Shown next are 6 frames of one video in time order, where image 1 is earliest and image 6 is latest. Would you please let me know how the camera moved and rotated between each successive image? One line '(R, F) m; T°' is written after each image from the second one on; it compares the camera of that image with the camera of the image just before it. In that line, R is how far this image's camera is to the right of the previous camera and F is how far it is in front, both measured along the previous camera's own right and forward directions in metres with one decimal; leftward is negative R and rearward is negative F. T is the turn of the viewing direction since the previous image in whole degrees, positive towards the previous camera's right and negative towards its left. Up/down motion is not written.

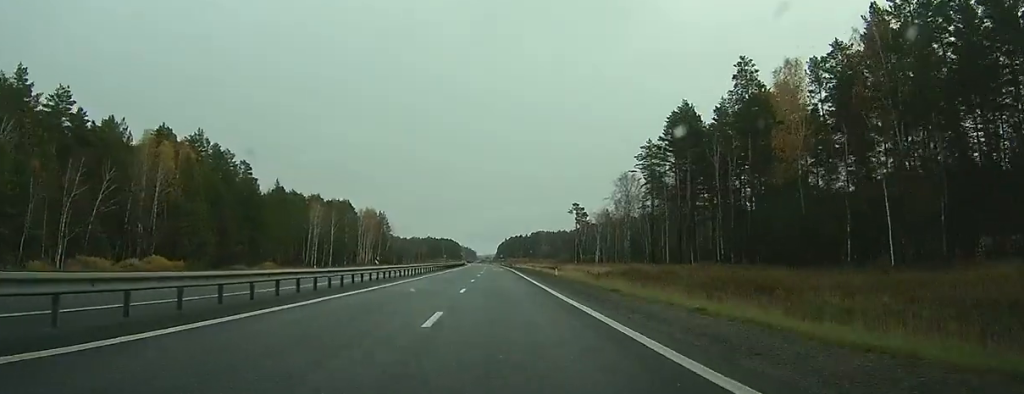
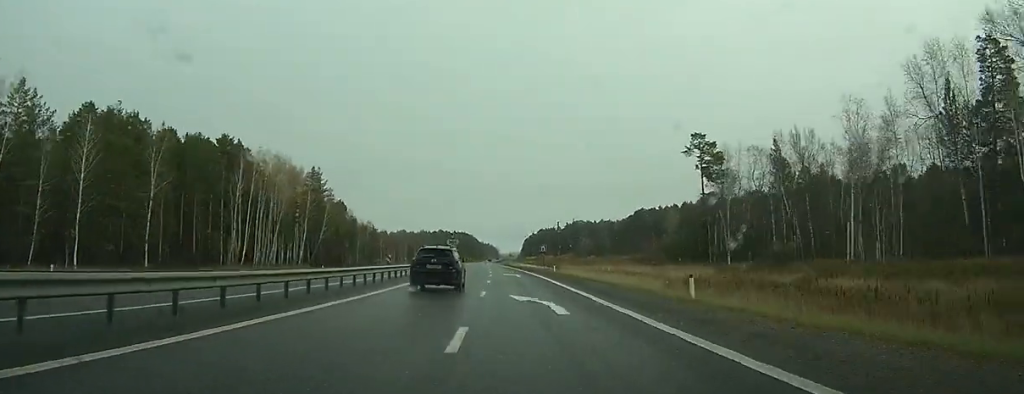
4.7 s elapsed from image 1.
(-1.3, +119.2) m; -2°
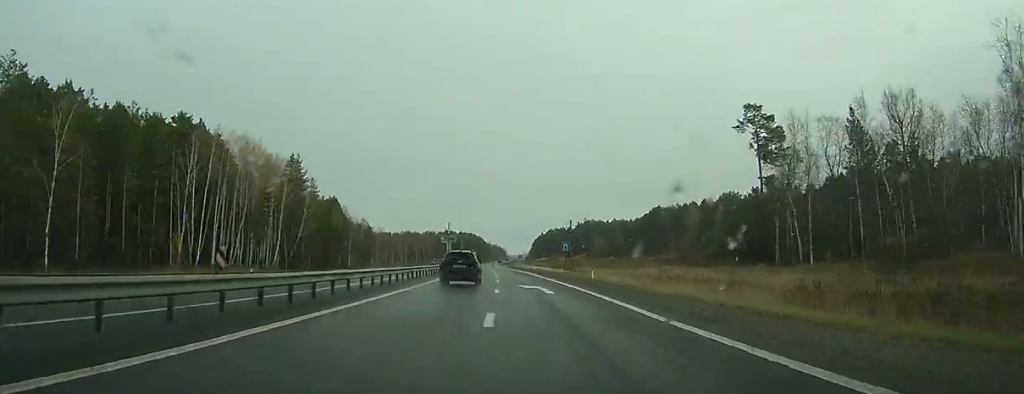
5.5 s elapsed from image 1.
(0.0, +21.6) m; -1°
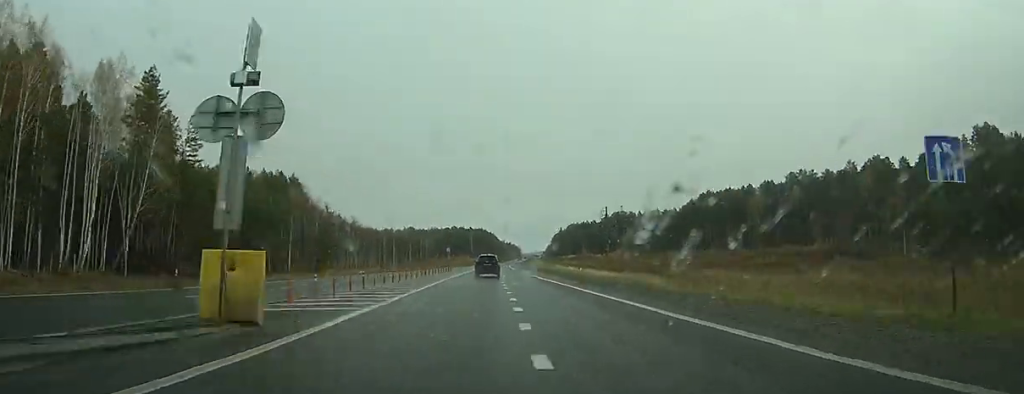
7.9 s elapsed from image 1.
(-1.1, +62.6) m; -1°
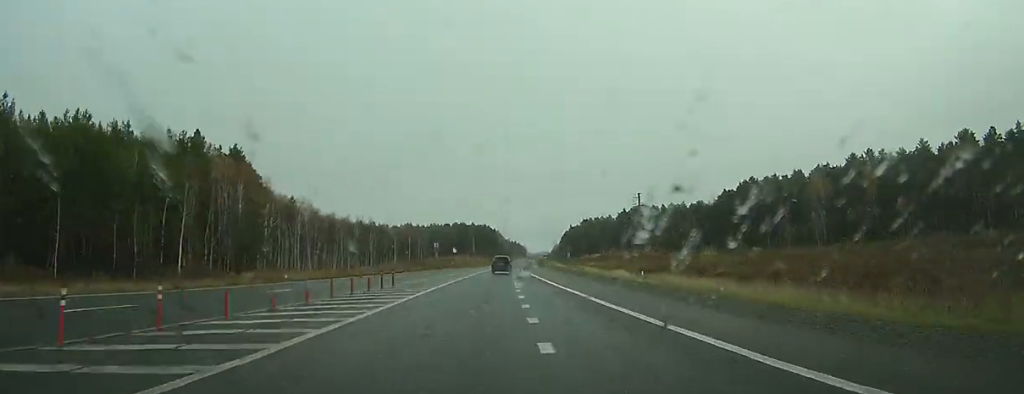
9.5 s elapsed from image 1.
(-0.2, +43.2) m; 0°
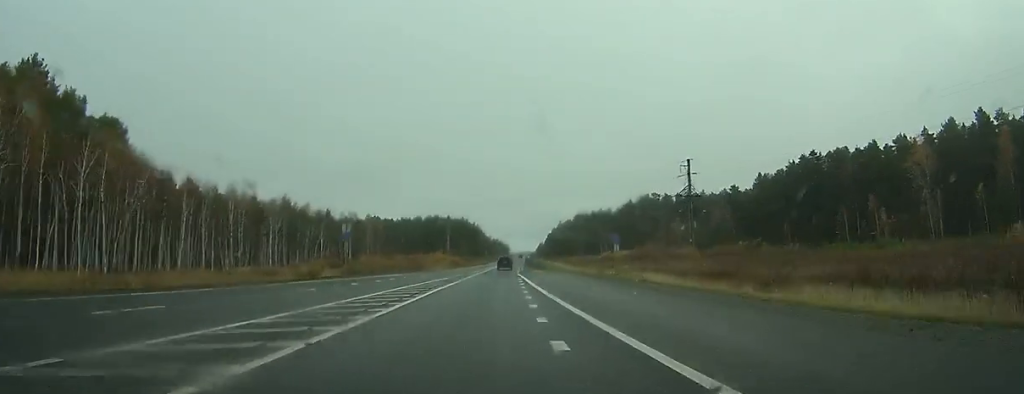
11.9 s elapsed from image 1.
(+0.5, +58.2) m; +1°
